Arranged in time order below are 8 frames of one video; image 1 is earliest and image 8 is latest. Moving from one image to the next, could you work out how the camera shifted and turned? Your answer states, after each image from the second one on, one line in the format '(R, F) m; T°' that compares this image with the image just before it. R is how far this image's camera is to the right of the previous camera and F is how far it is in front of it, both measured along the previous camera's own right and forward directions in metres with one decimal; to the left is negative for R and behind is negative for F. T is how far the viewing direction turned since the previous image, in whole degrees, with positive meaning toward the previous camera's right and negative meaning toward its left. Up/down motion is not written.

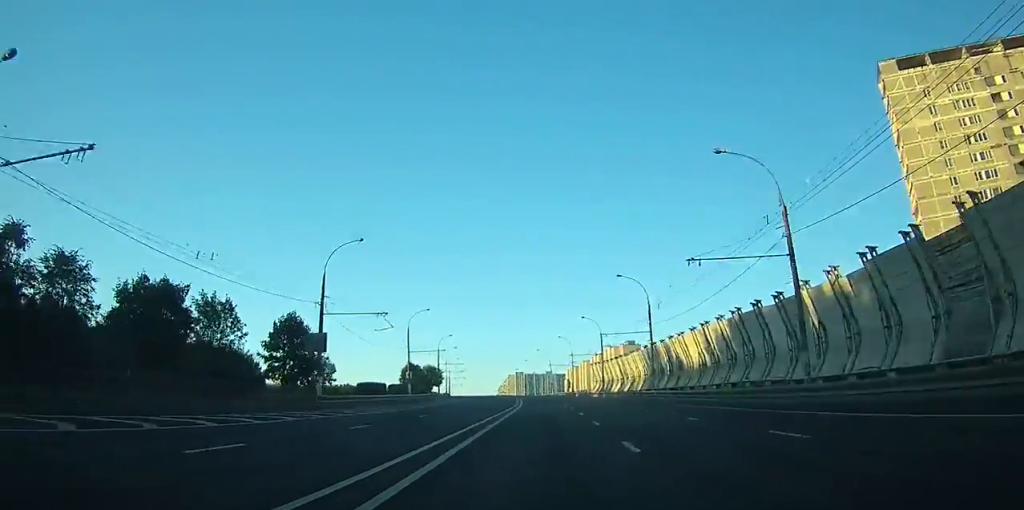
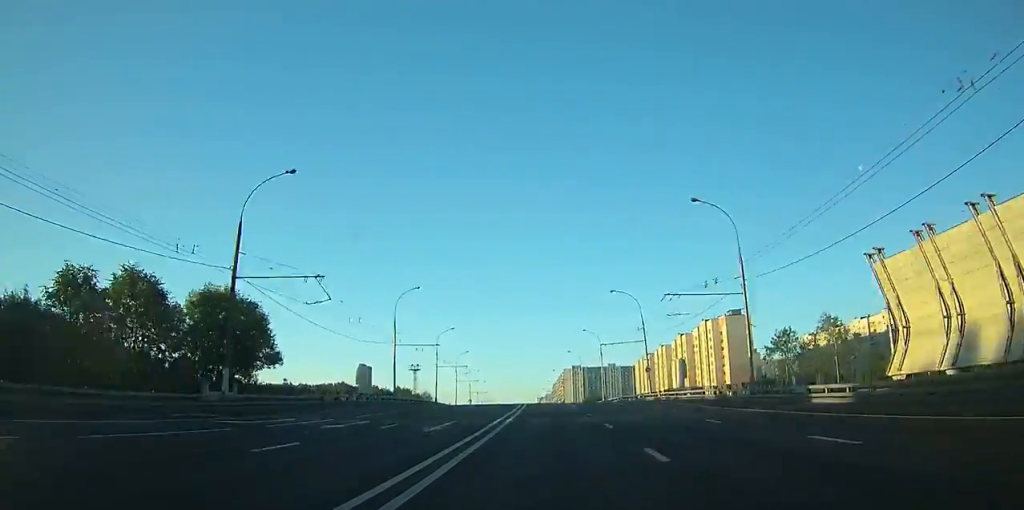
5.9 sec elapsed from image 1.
(-3.7, +98.2) m; -4°
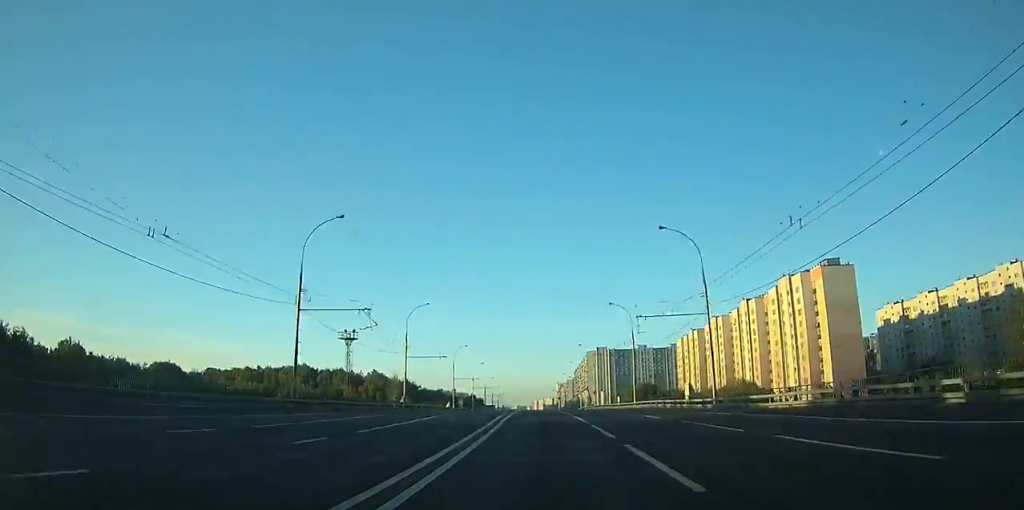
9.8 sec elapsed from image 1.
(-1.4, +62.3) m; -3°
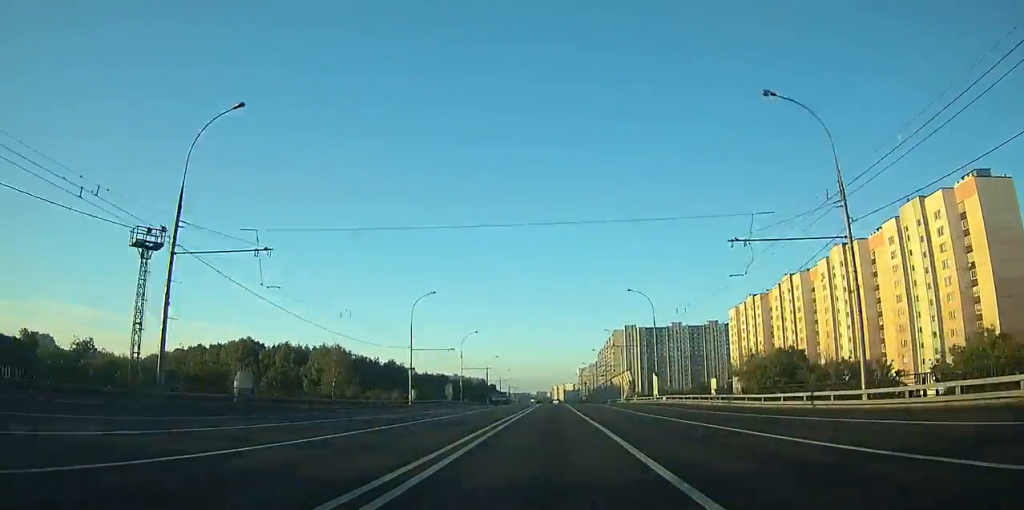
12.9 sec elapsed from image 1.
(-1.1, +51.6) m; -1°
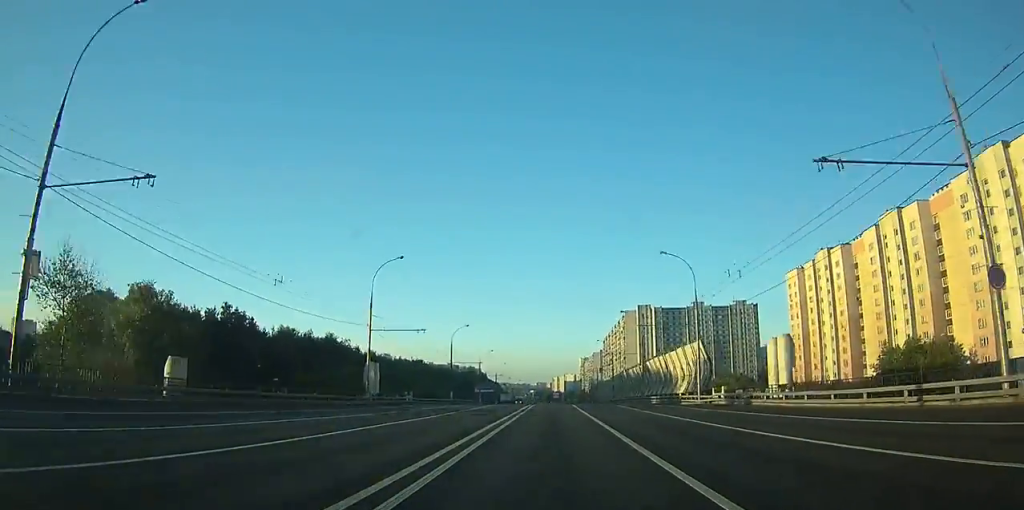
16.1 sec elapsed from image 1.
(+0.2, +53.3) m; +1°
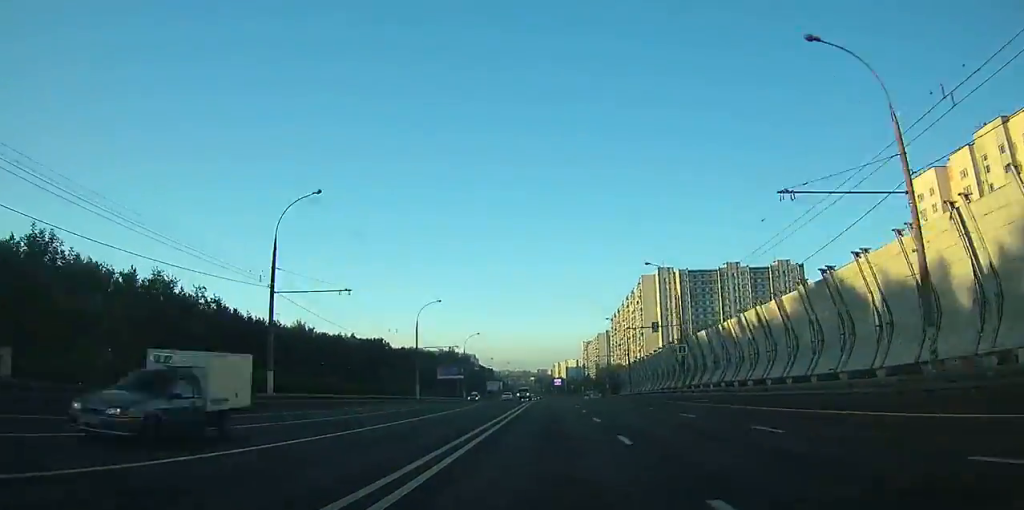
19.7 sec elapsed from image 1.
(+0.1, +64.4) m; 0°
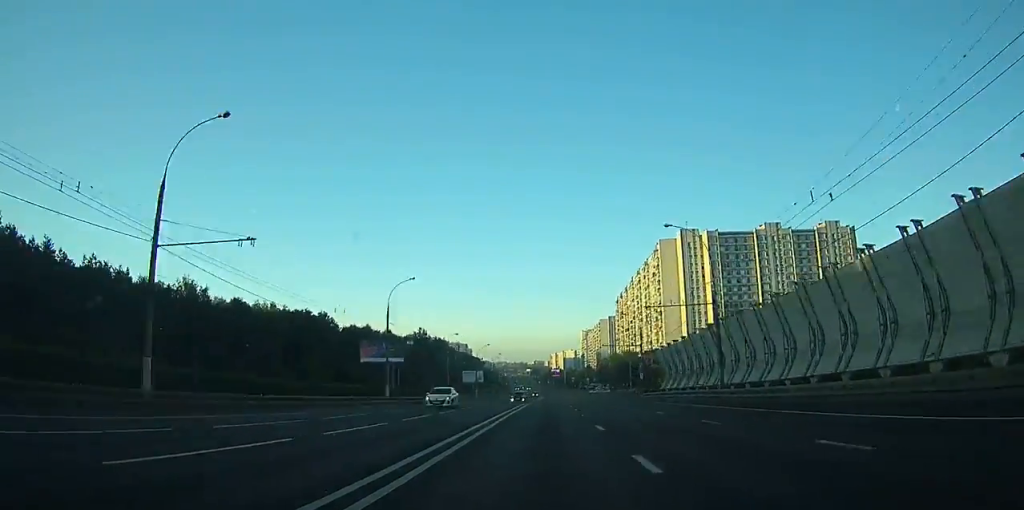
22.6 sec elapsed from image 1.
(-0.3, +53.9) m; -1°
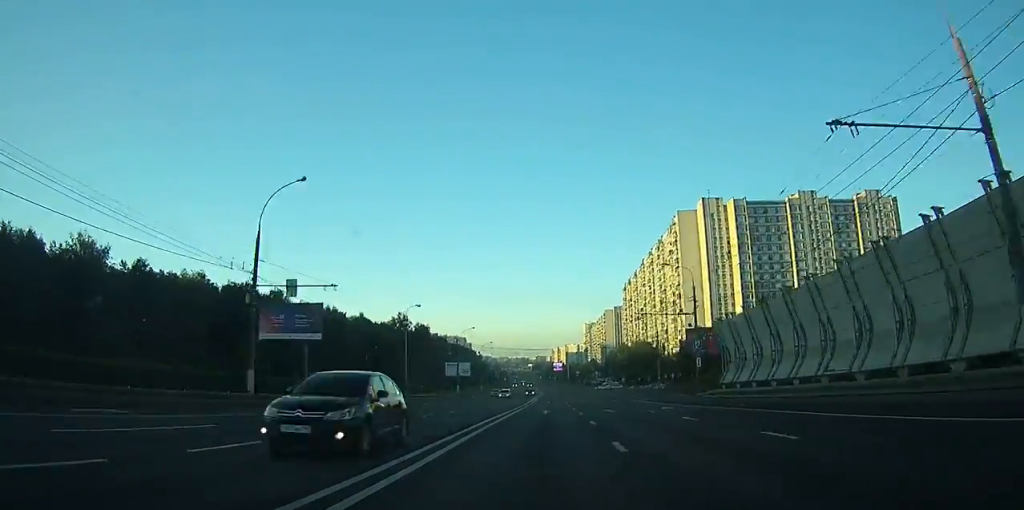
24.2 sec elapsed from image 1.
(0.0, +29.6) m; 0°
